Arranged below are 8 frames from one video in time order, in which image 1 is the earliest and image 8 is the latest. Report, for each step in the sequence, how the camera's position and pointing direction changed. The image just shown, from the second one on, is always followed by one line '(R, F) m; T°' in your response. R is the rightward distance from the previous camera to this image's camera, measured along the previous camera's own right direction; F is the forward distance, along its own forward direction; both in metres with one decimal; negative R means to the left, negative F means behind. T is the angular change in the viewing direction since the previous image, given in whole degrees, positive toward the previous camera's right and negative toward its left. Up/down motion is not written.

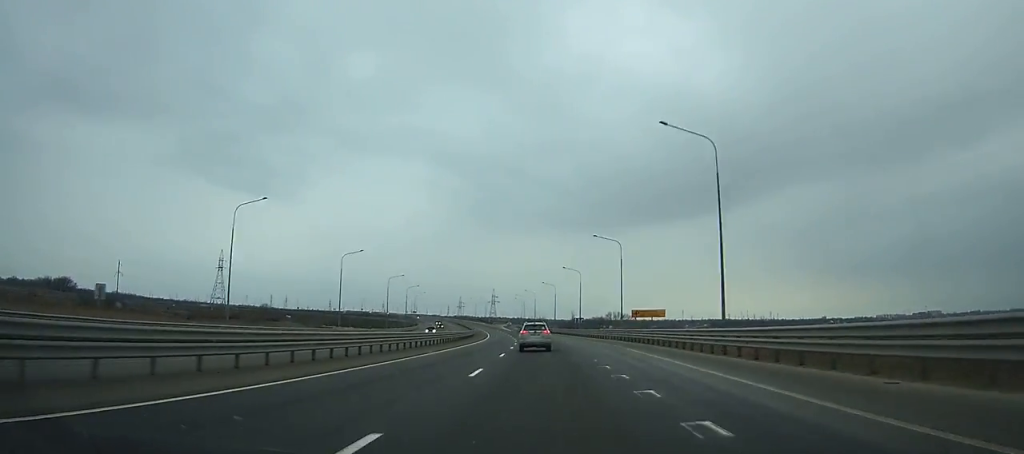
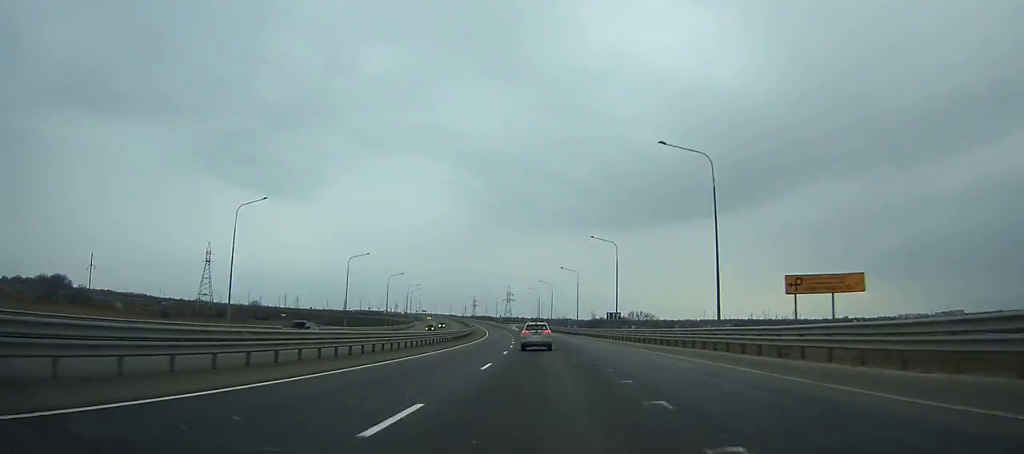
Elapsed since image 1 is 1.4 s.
(-0.6, +33.7) m; -2°
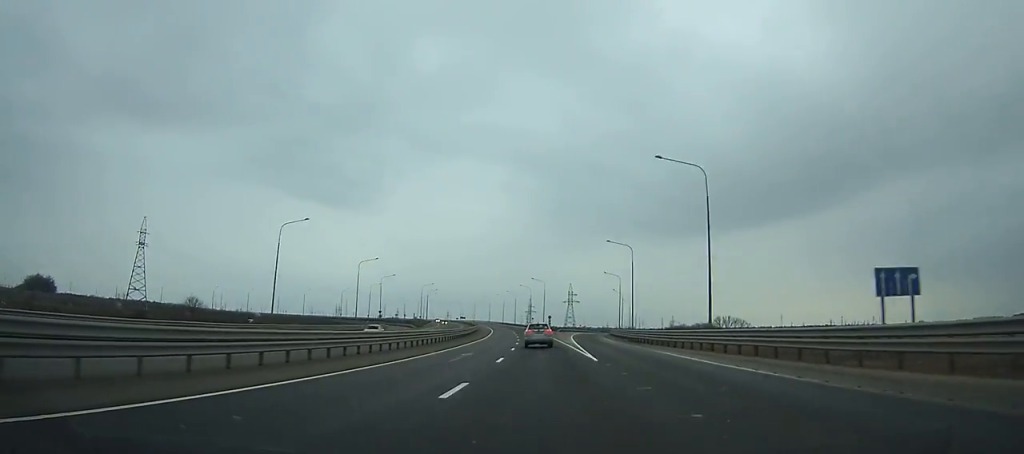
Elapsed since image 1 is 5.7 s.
(-5.2, +102.8) m; -6°
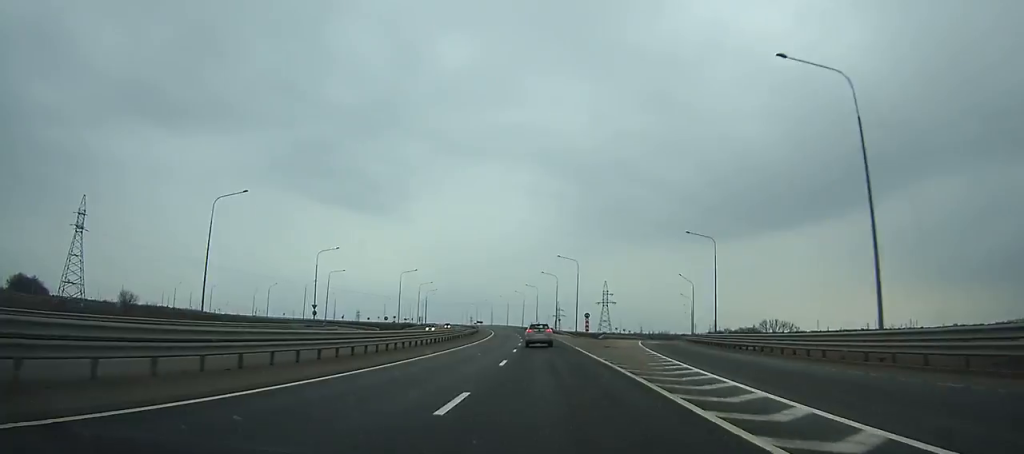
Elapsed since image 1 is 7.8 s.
(-1.3, +50.2) m; -3°
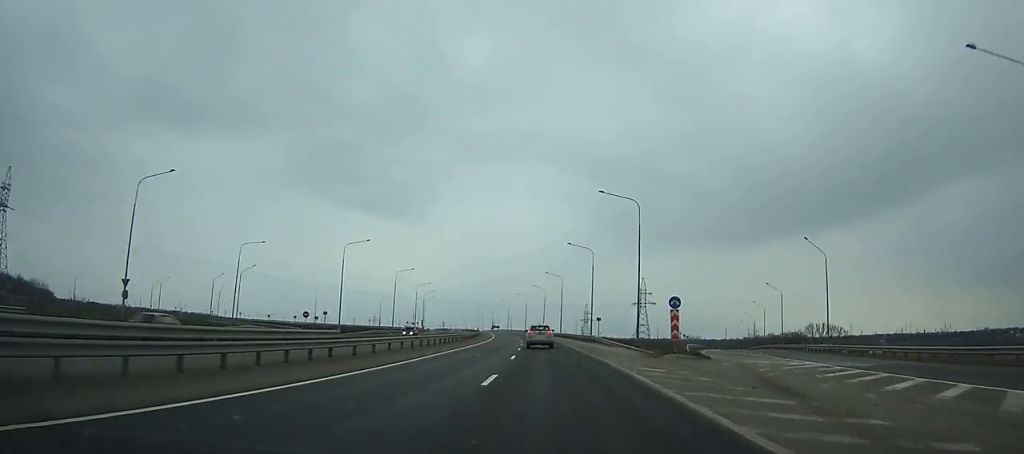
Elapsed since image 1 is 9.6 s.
(-1.2, +42.9) m; -2°
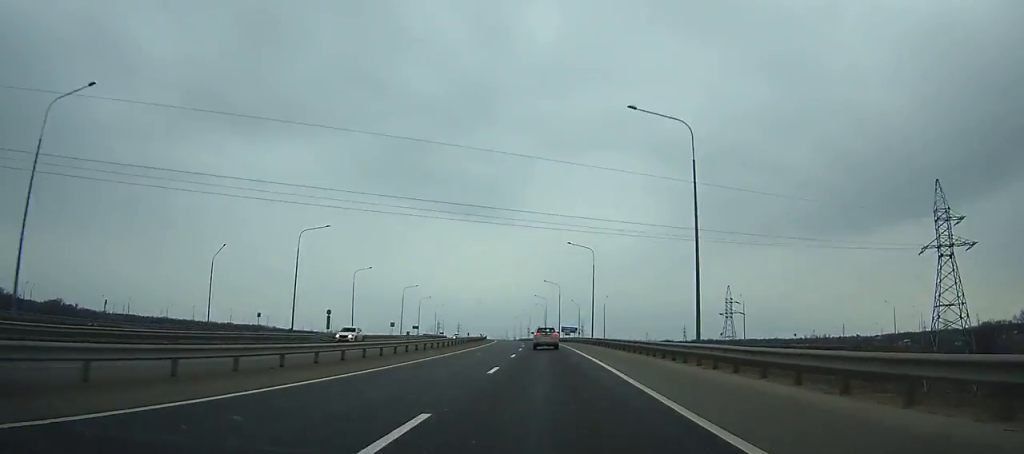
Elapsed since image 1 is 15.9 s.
(-10.8, +150.1) m; -8°
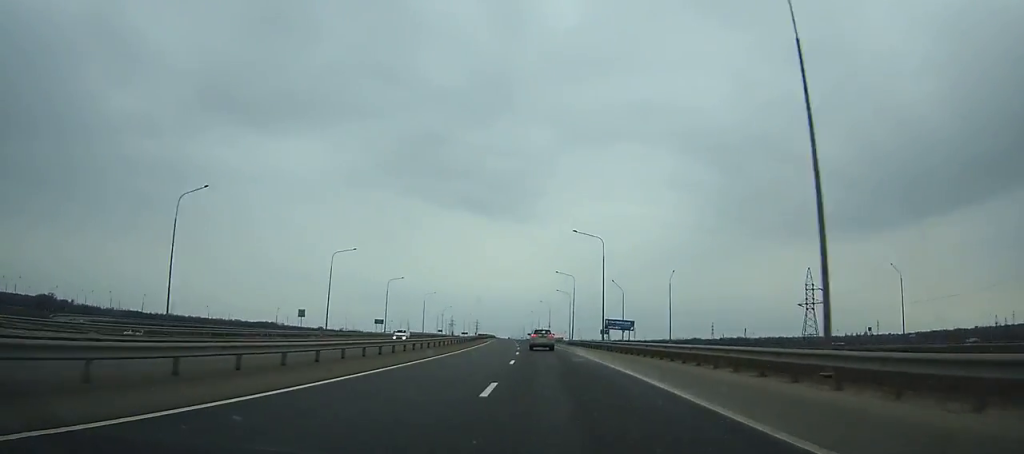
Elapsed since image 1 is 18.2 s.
(-1.6, +55.2) m; -3°
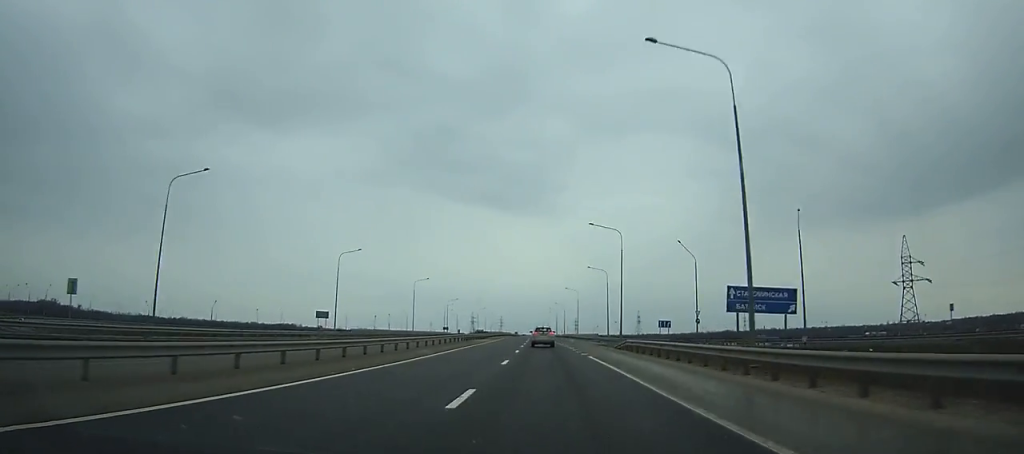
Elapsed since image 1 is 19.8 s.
(-0.5, +38.5) m; -1°
